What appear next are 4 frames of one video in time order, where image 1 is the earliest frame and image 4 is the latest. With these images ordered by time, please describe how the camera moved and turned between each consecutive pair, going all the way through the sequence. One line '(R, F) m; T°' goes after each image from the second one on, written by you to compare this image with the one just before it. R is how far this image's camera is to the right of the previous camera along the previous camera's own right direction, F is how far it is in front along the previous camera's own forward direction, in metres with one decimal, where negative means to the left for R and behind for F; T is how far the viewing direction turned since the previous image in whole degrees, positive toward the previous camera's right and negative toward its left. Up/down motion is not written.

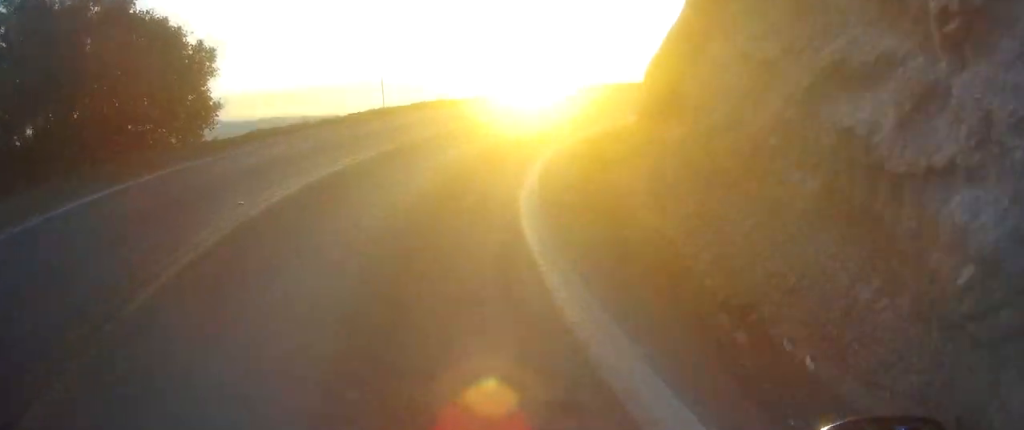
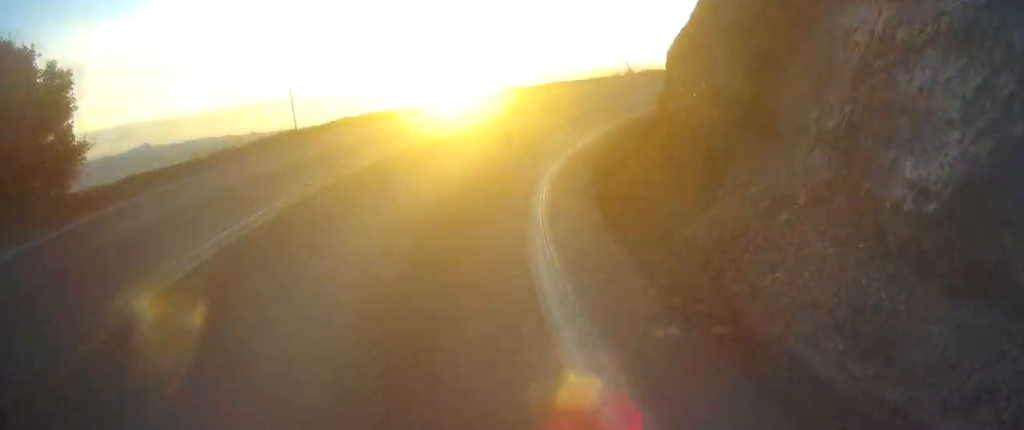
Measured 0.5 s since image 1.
(-0.7, +5.7) m; -4°
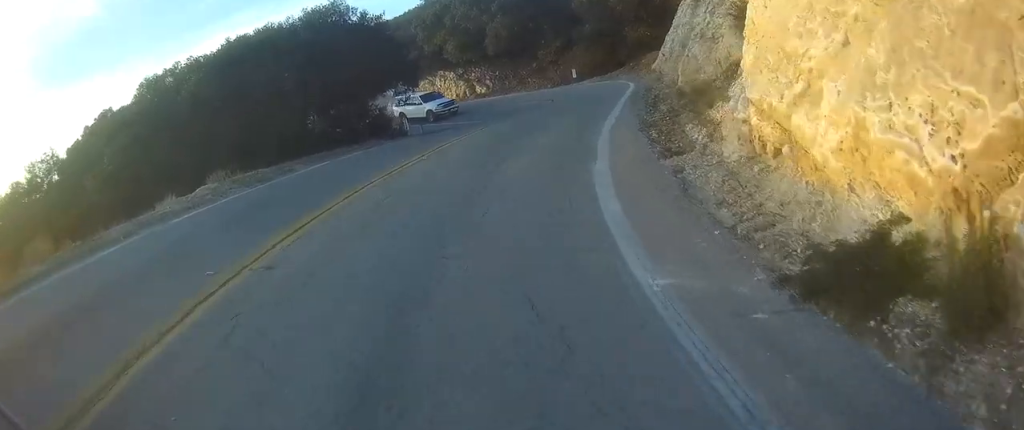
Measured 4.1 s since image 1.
(-2.9, +35.2) m; +42°
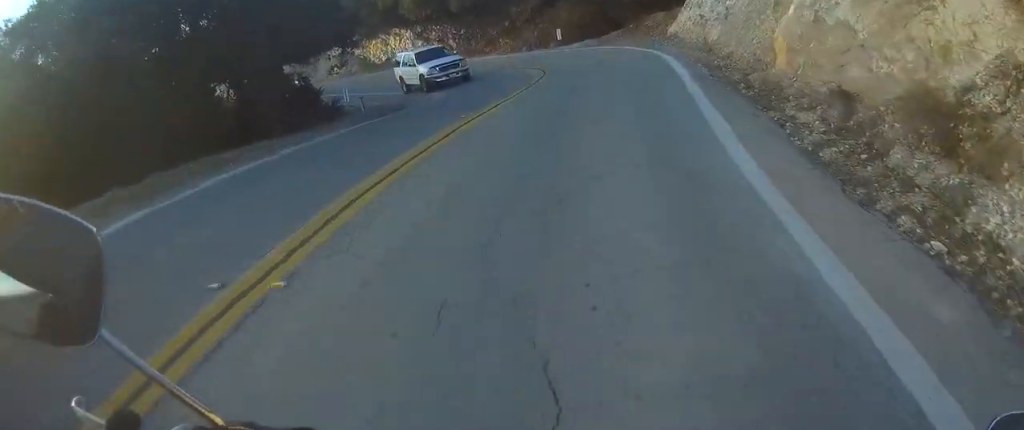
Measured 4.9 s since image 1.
(+2.2, +10.1) m; +29°
